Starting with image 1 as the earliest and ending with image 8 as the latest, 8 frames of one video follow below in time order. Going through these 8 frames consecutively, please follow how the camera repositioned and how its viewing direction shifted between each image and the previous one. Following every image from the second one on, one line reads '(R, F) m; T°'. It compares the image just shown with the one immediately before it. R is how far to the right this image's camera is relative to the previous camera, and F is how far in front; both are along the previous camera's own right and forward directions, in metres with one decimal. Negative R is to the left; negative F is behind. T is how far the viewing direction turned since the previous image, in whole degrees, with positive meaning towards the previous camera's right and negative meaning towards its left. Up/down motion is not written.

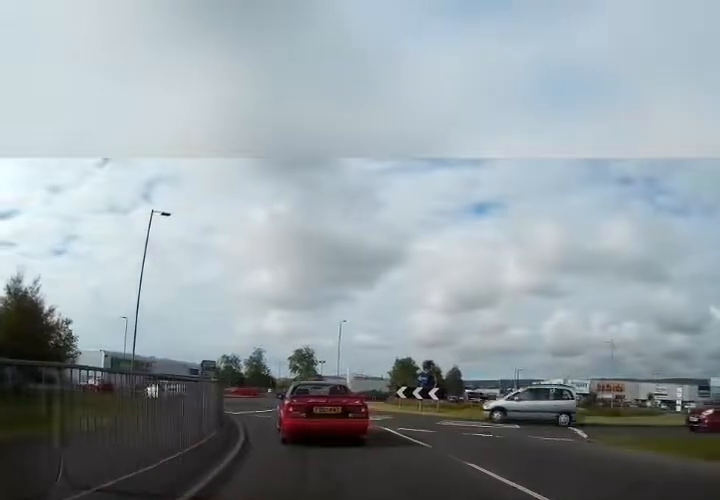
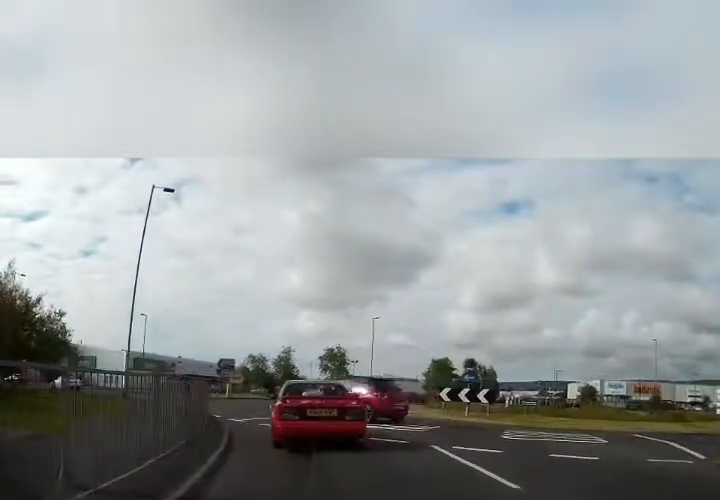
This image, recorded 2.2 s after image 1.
(+0.2, +4.5) m; +5°
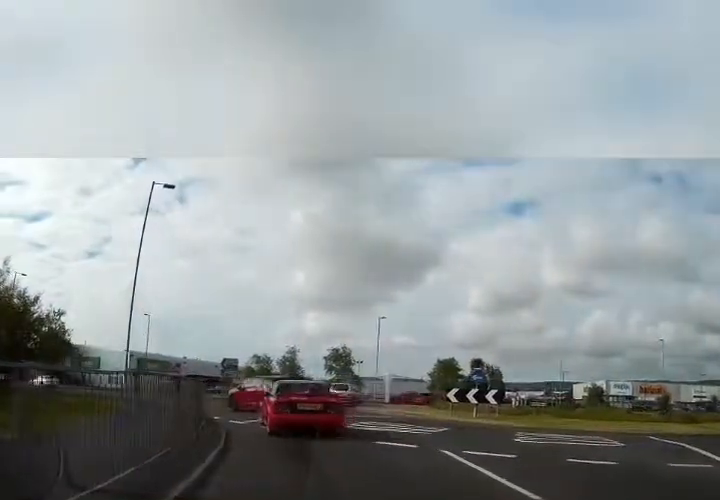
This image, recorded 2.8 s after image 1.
(0.0, +0.8) m; +2°
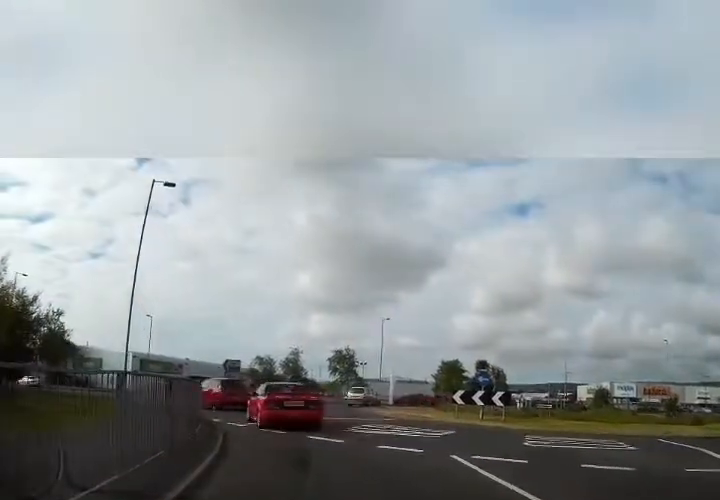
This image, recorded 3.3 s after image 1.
(0.0, +0.6) m; +1°
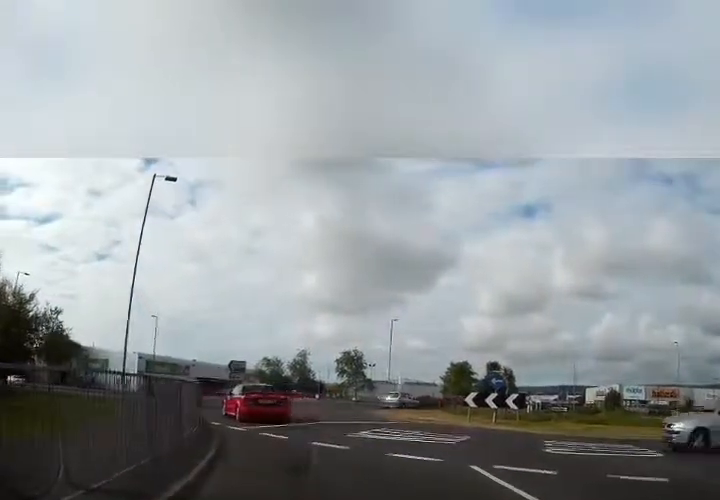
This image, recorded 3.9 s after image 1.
(0.0, +1.0) m; -4°
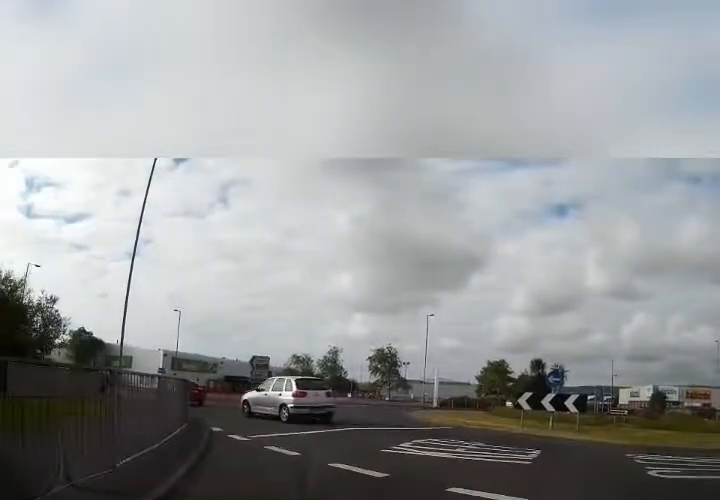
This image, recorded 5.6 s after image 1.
(-0.4, +2.8) m; -11°
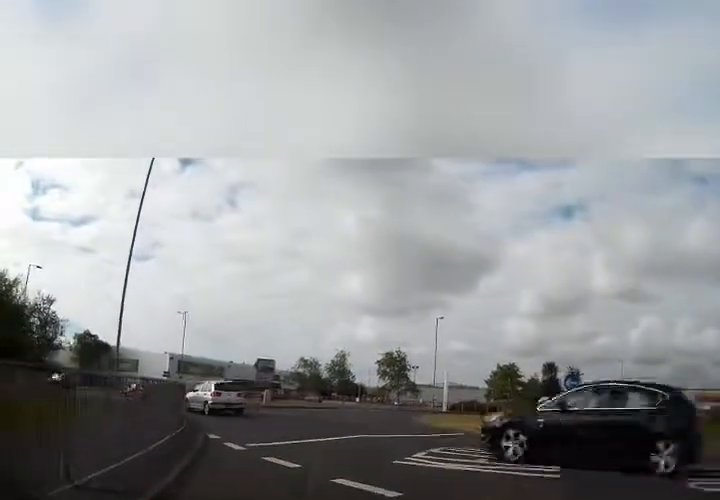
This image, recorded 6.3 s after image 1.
(0.0, +1.4) m; -2°
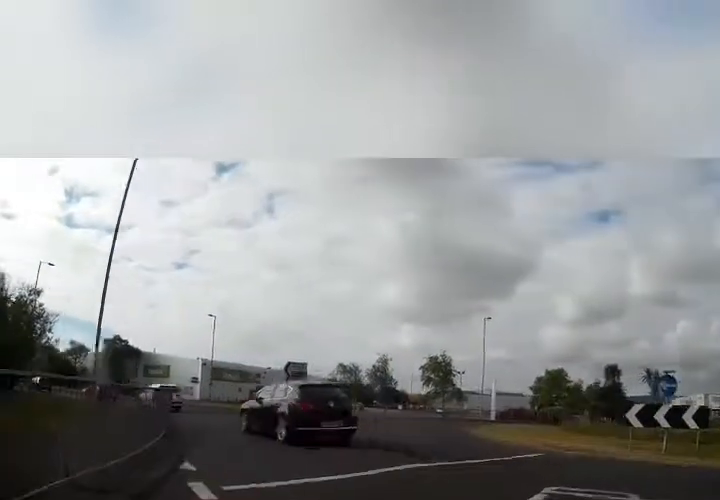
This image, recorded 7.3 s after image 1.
(-0.2, +4.0) m; -11°
